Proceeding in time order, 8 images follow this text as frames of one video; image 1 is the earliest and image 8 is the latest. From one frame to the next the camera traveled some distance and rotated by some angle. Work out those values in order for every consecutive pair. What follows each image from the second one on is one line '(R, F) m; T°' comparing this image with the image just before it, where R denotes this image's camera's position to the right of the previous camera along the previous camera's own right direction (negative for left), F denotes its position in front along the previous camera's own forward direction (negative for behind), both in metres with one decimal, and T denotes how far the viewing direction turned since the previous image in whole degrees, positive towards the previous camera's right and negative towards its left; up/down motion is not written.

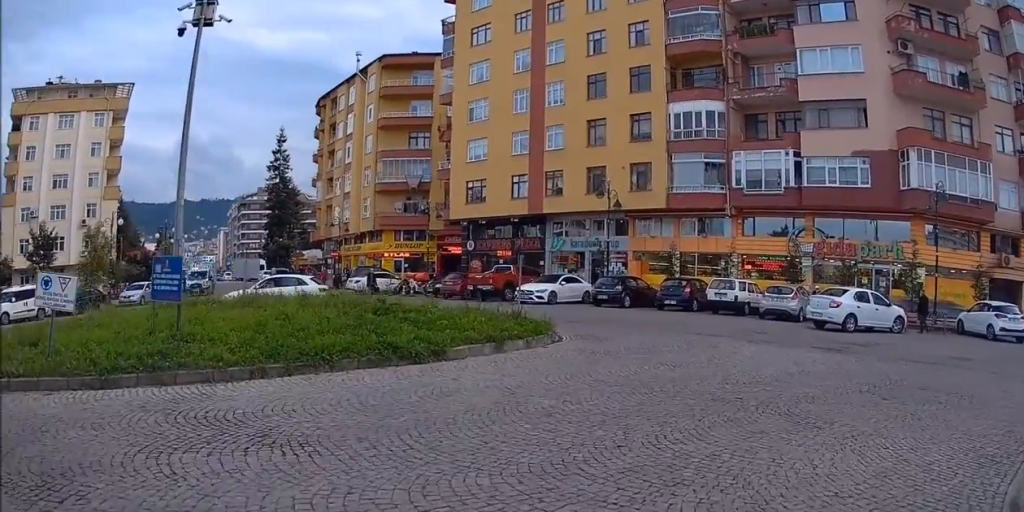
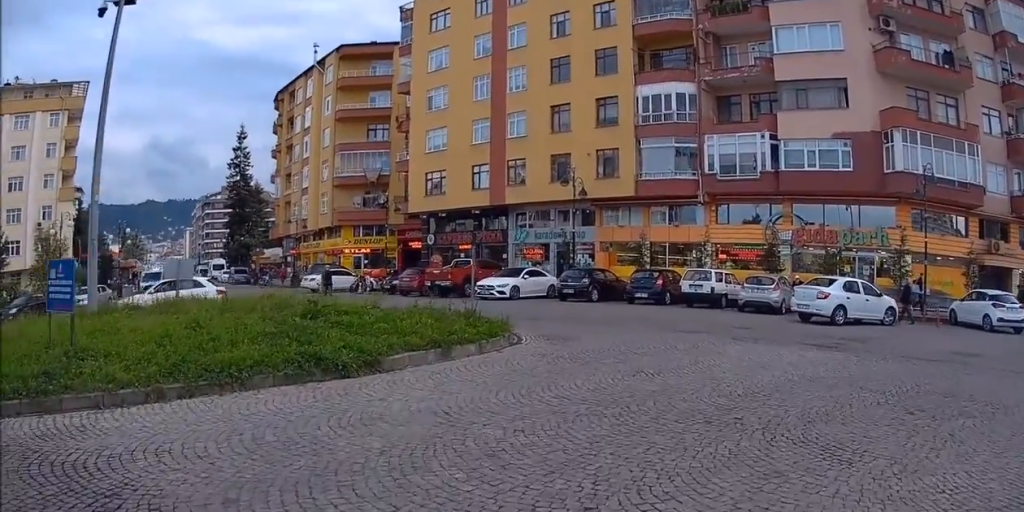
(+0.1, +1.9) m; +1°
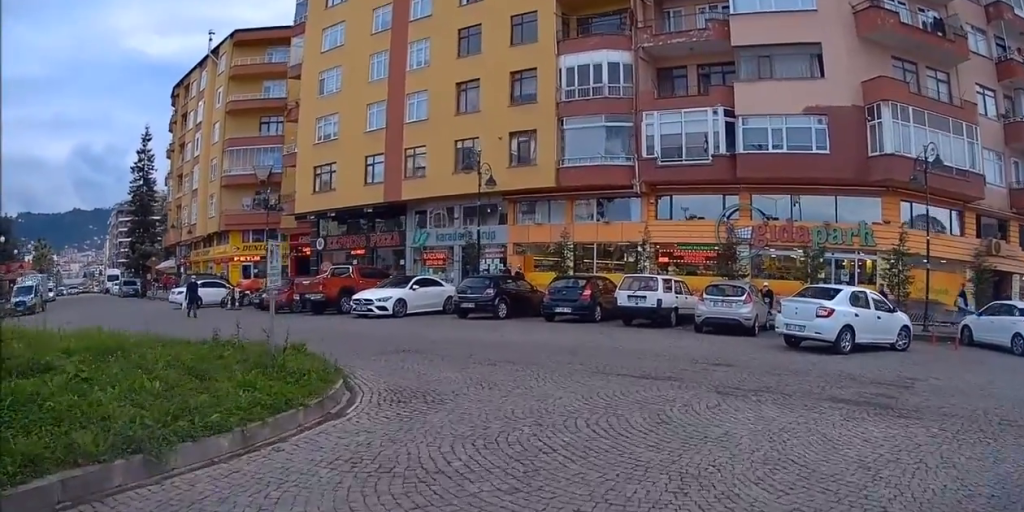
(+0.1, +6.1) m; -3°
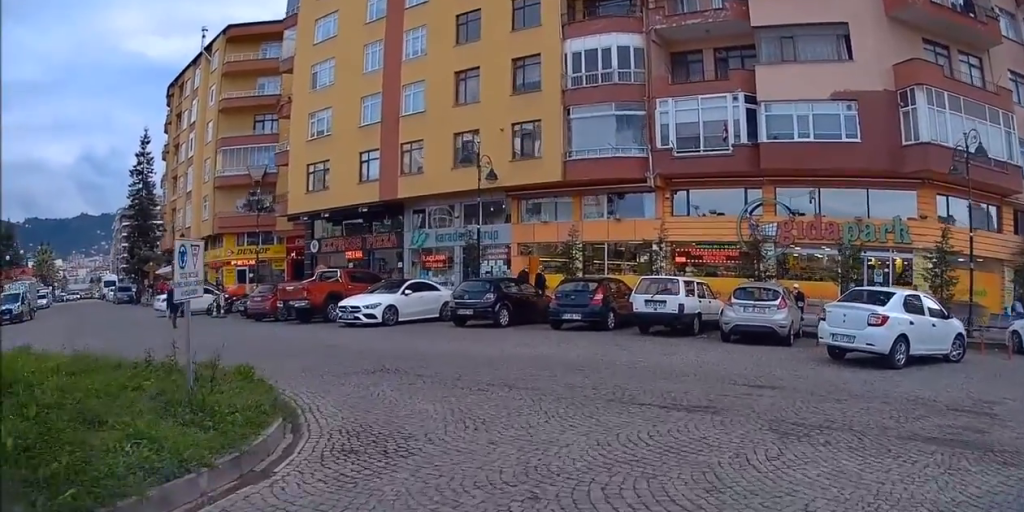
(+0.1, +2.0) m; -5°
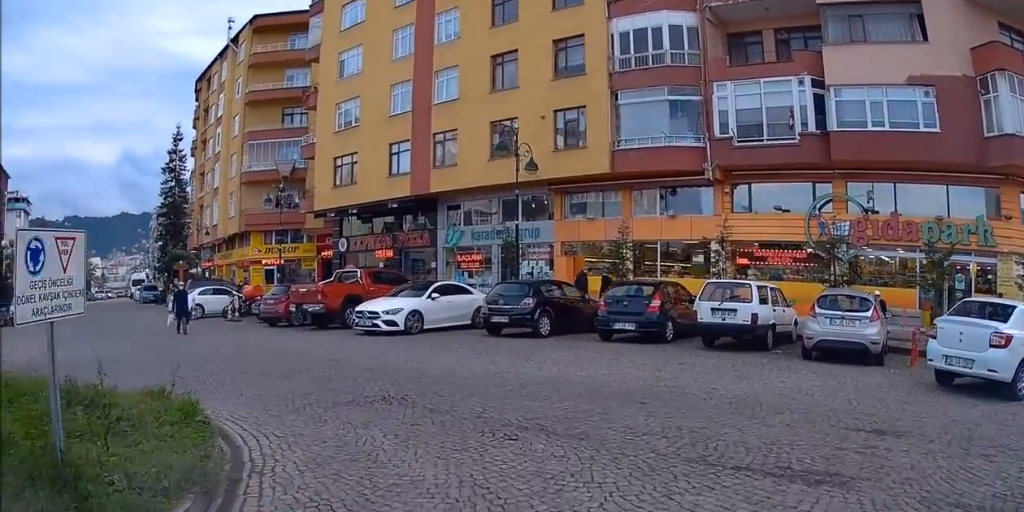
(-0.4, +2.5) m; -7°
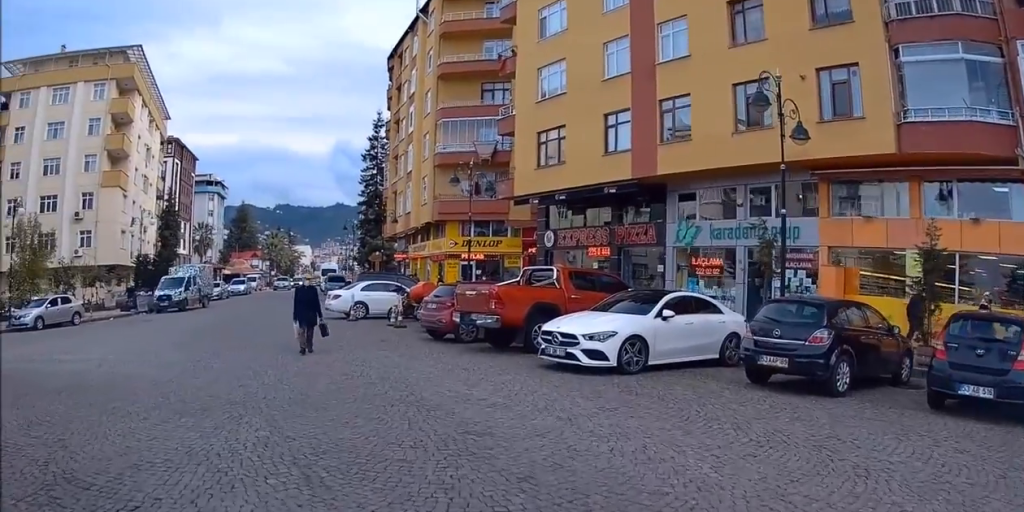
(-0.4, +7.6) m; -6°
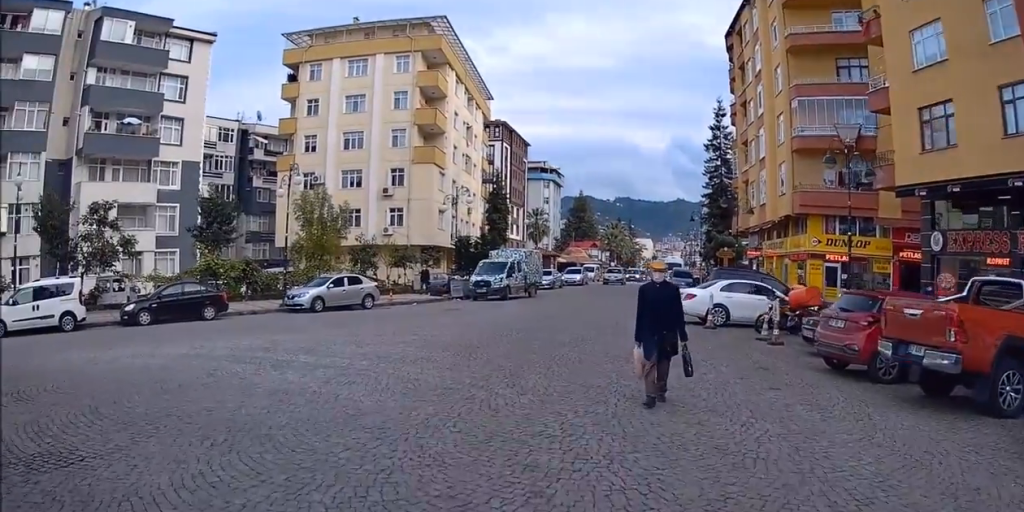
(-0.5, +6.9) m; -13°
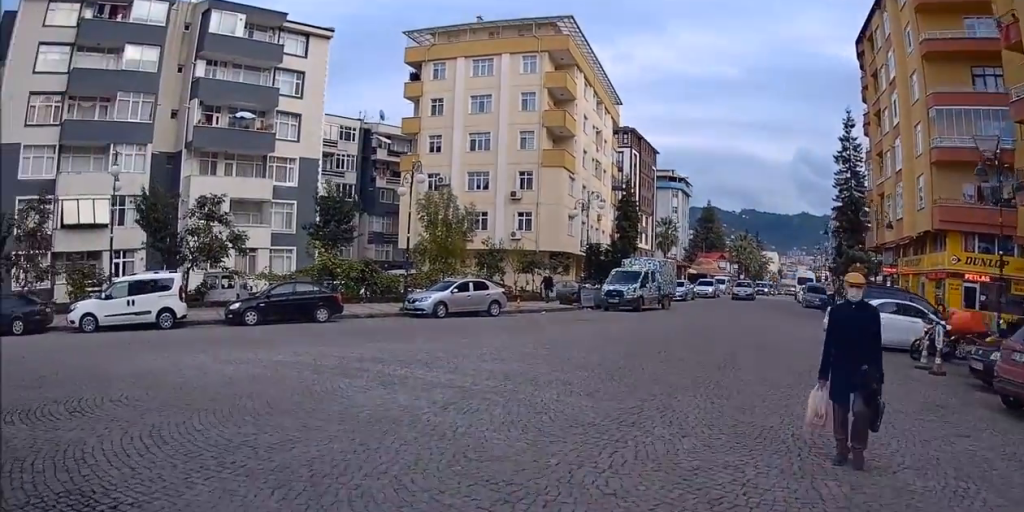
(-0.2, +2.2) m; -6°
